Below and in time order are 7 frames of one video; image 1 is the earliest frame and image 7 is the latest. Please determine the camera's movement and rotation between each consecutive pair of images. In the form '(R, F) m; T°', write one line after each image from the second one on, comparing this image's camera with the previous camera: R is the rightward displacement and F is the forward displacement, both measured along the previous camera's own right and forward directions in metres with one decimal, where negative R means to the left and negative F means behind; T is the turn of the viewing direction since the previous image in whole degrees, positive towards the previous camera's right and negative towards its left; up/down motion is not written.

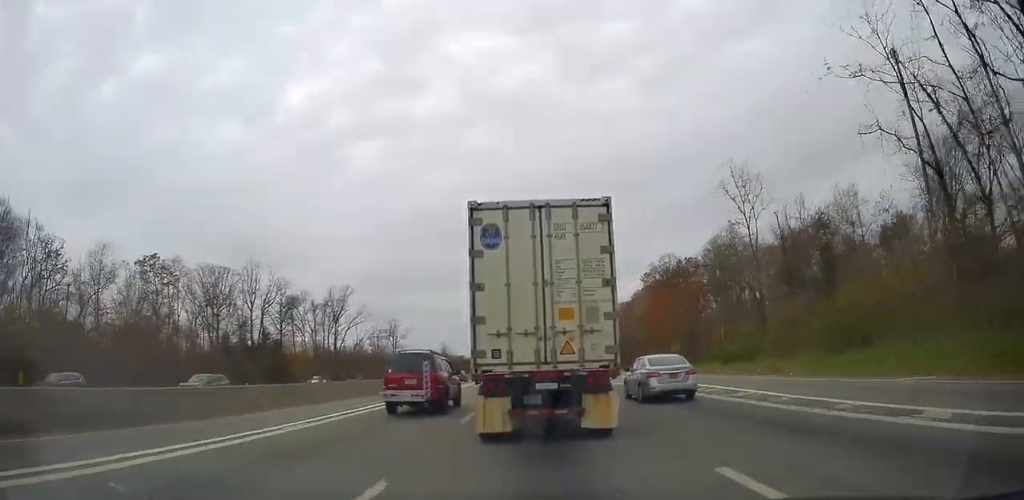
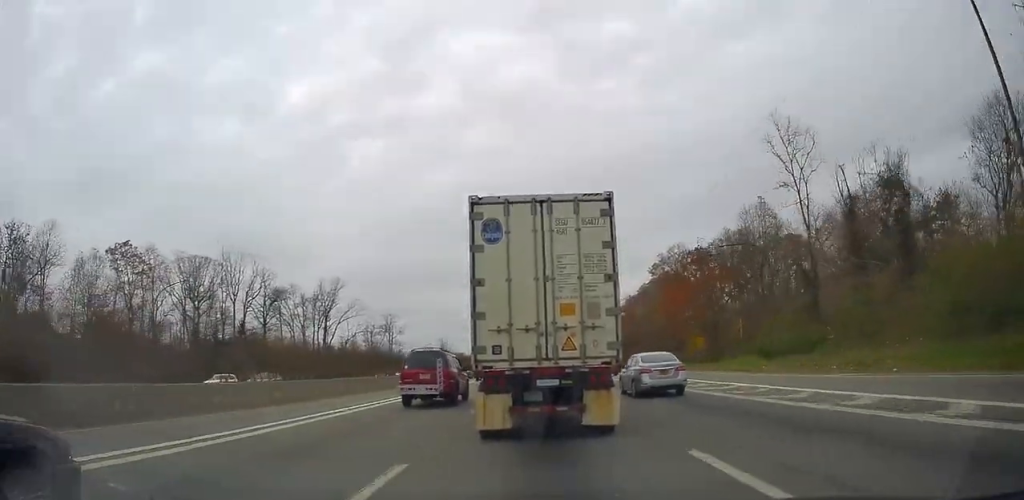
(0.0, +10.8) m; 0°
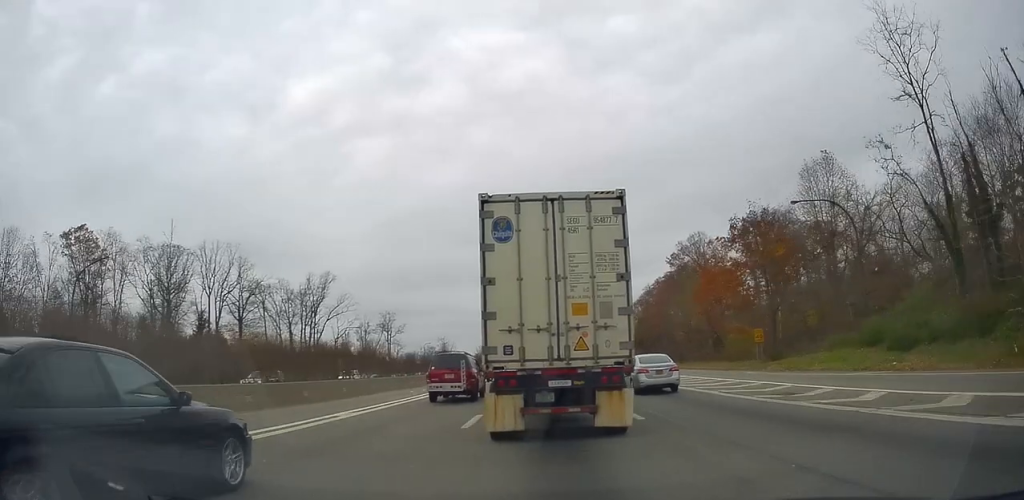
(+0.1, +16.2) m; 0°
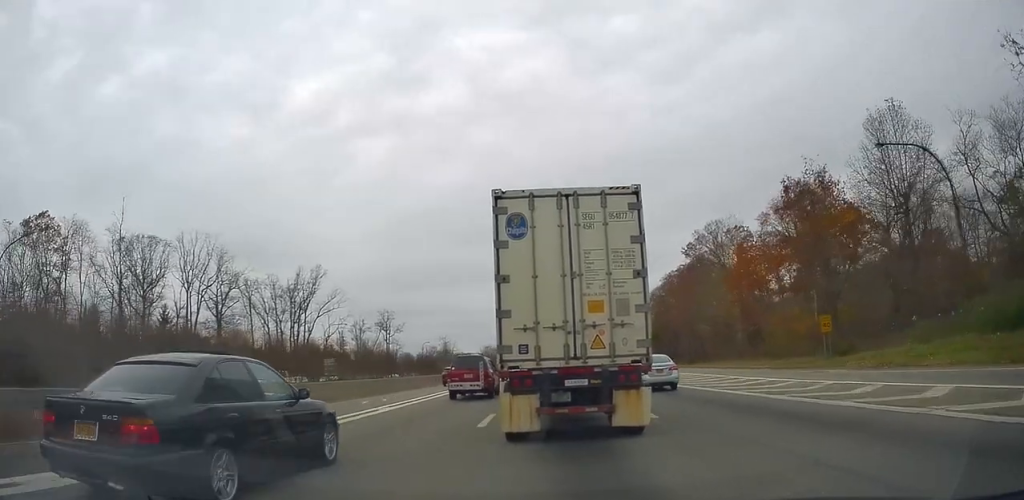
(0.0, +11.9) m; 0°
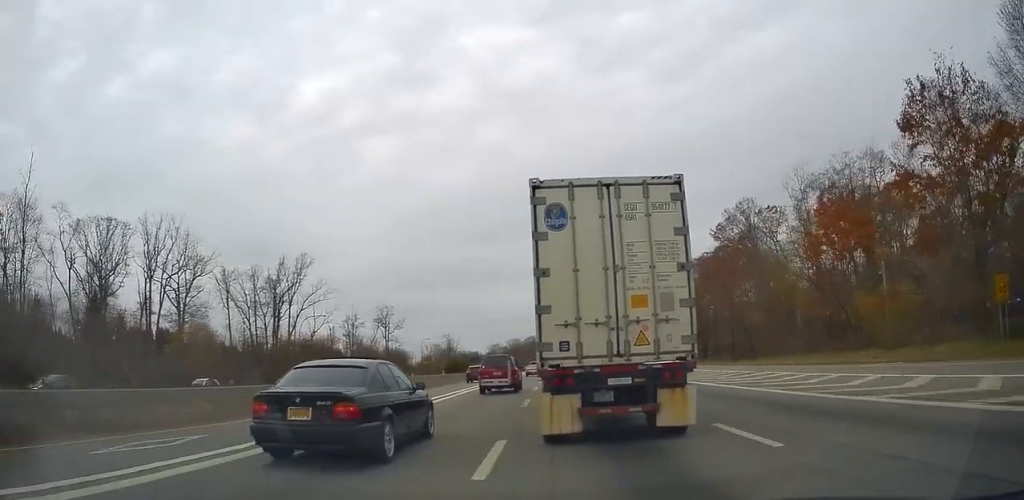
(0.0, +17.3) m; -1°
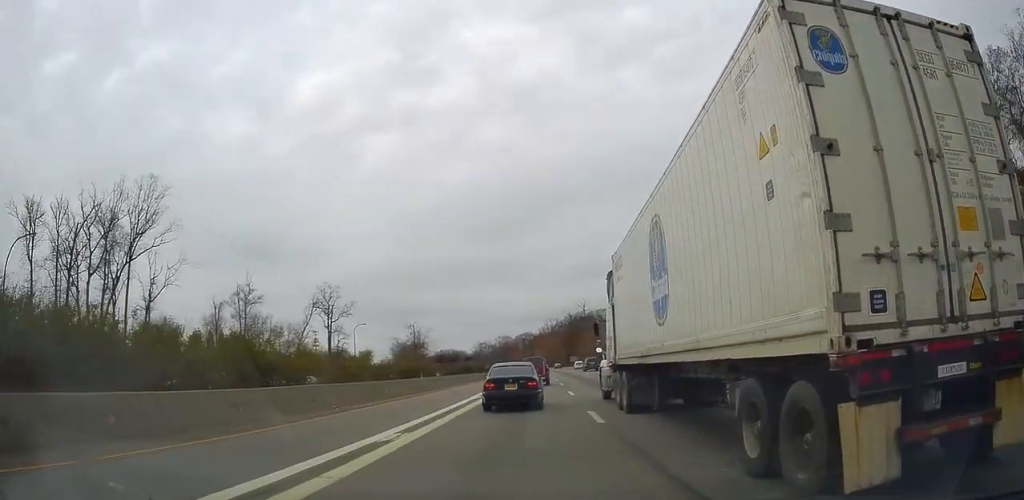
(-1.7, +64.6) m; -2°
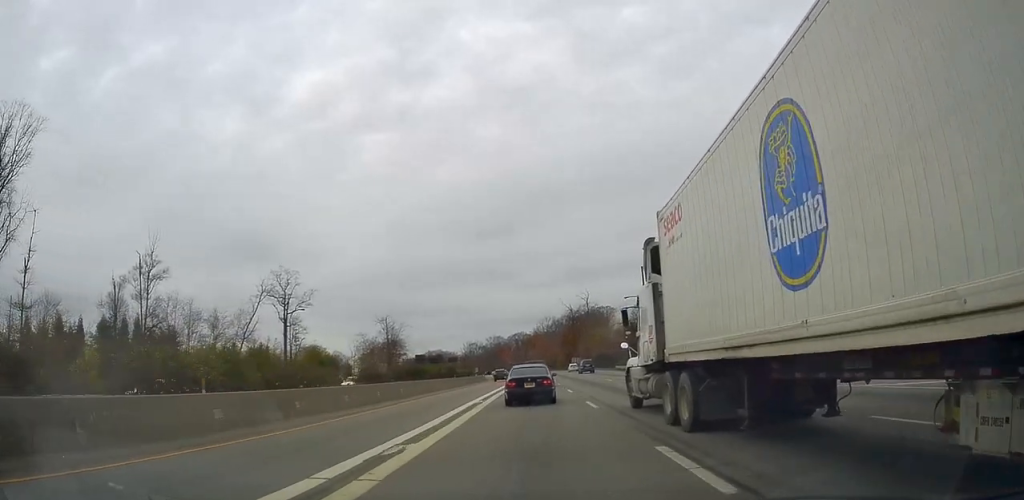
(+0.2, +30.0) m; +1°
